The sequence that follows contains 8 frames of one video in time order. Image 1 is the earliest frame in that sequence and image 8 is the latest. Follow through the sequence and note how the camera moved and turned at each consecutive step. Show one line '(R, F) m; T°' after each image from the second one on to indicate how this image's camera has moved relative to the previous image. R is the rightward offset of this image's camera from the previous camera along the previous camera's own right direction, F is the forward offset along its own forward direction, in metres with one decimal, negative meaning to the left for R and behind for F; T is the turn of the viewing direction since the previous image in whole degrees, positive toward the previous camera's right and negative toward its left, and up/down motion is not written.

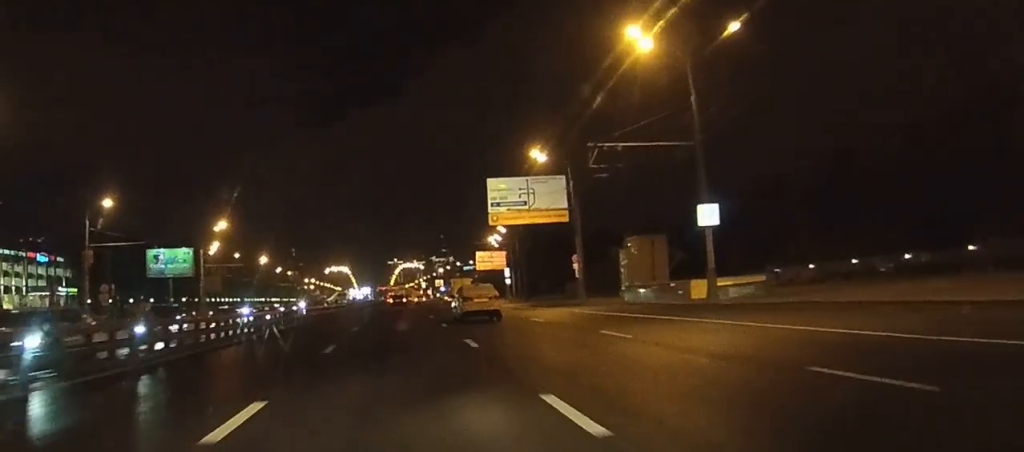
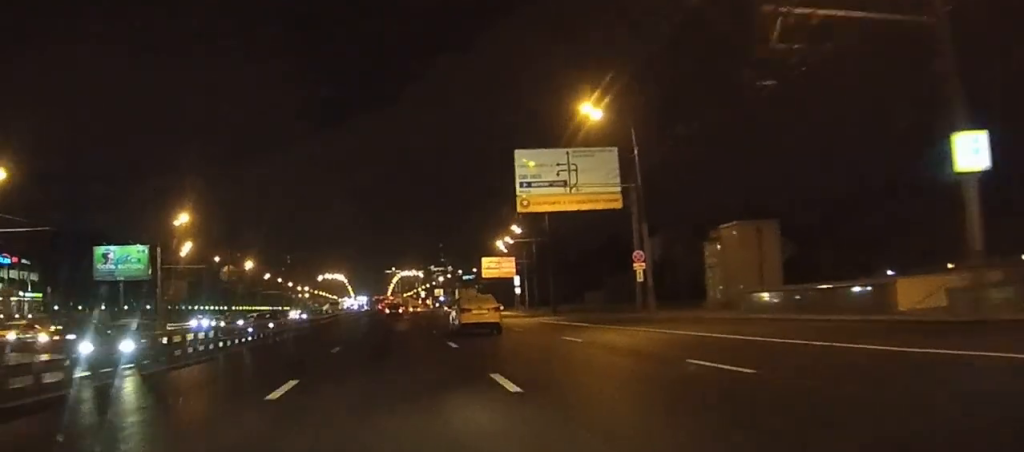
(-0.1, +19.5) m; 0°
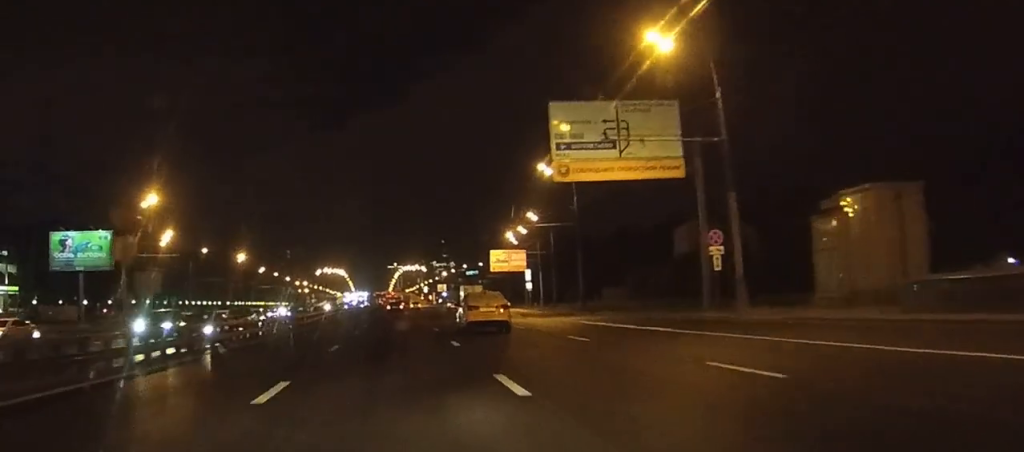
(0.0, +12.9) m; 0°
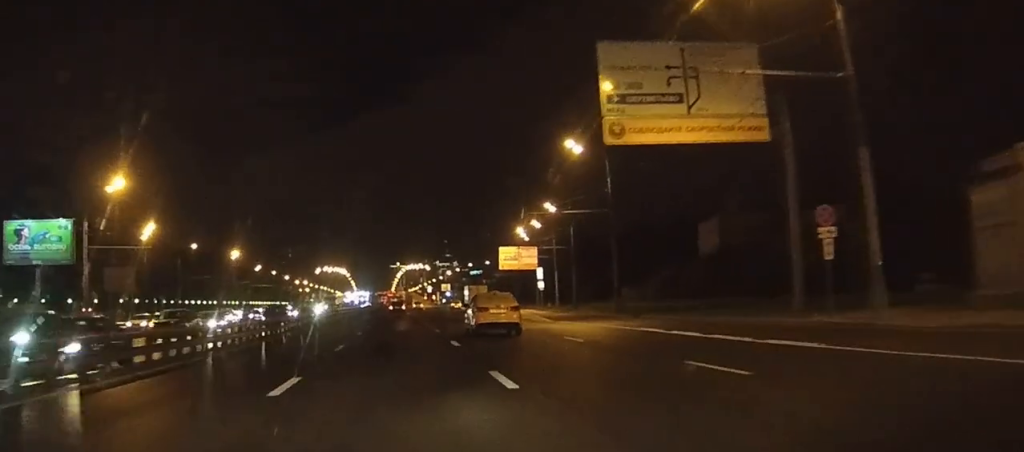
(0.0, +10.7) m; 0°
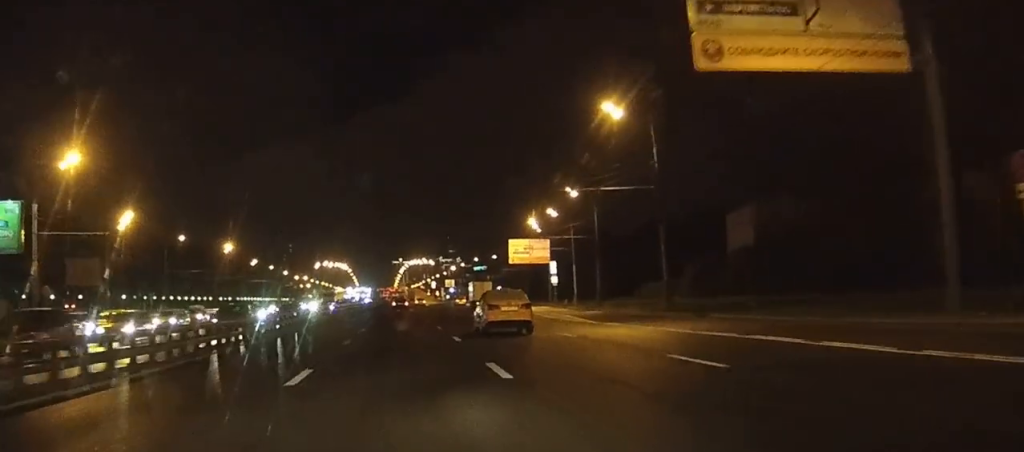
(0.0, +10.7) m; 0°
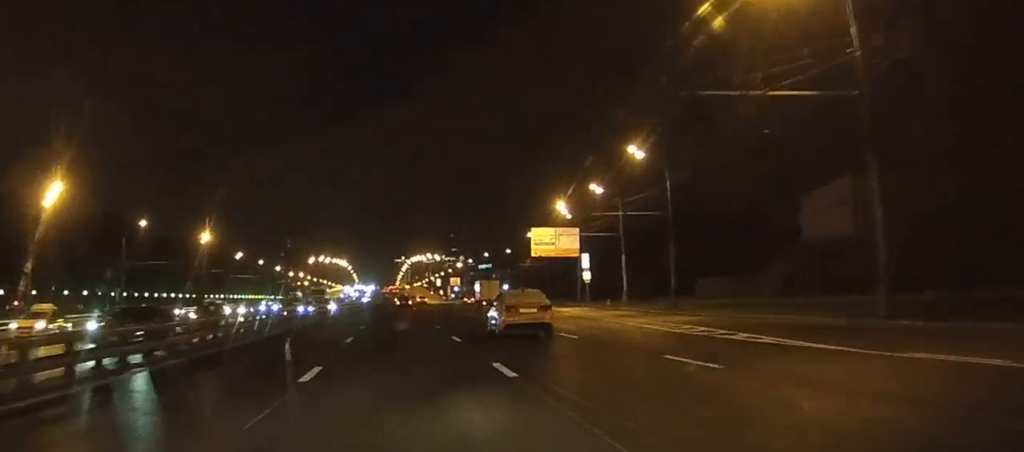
(0.0, +23.3) m; 0°
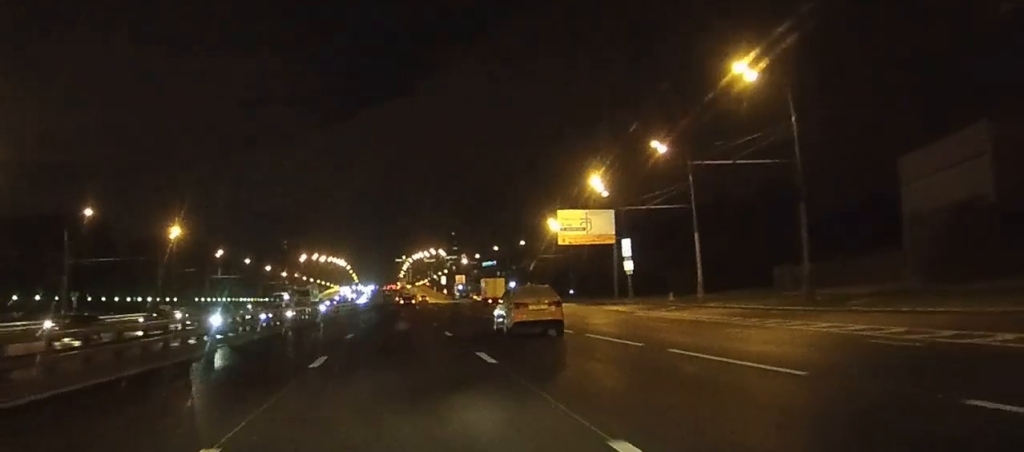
(0.0, +21.7) m; 0°
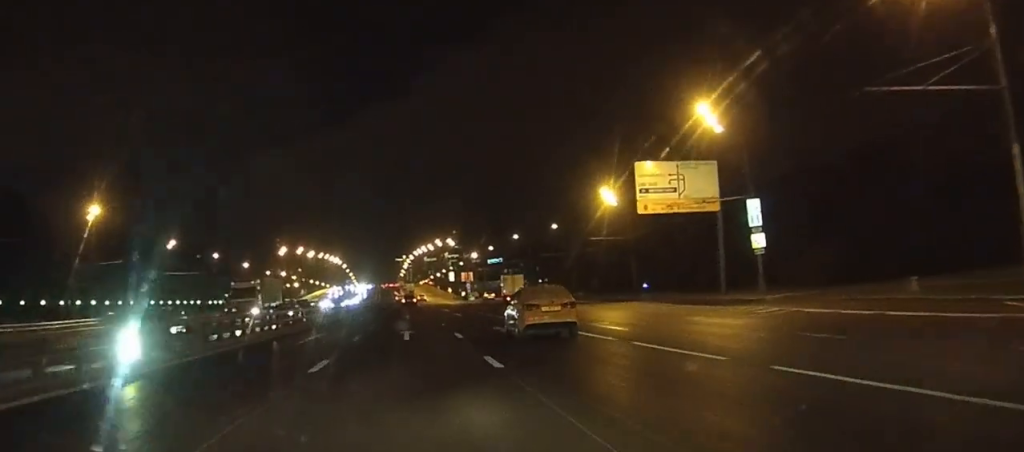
(+0.2, +36.8) m; 0°
